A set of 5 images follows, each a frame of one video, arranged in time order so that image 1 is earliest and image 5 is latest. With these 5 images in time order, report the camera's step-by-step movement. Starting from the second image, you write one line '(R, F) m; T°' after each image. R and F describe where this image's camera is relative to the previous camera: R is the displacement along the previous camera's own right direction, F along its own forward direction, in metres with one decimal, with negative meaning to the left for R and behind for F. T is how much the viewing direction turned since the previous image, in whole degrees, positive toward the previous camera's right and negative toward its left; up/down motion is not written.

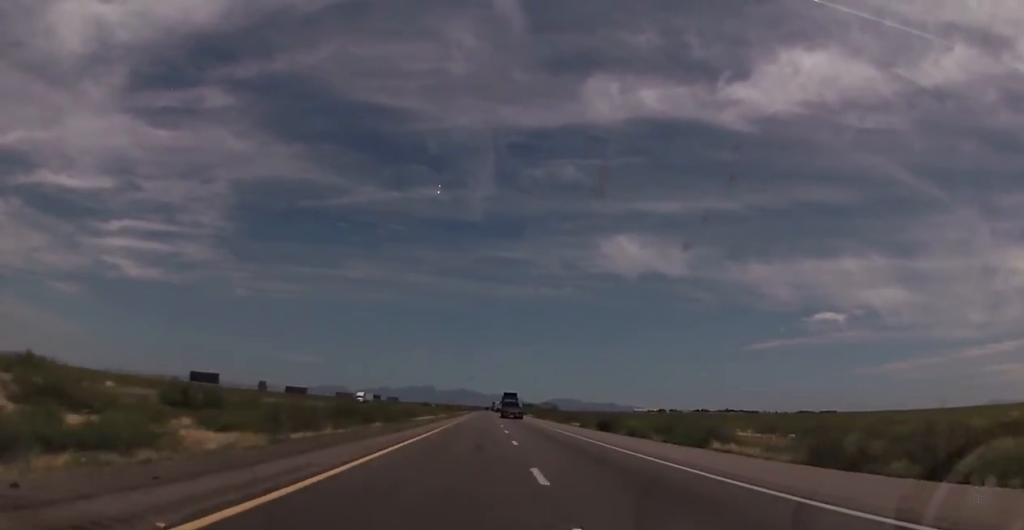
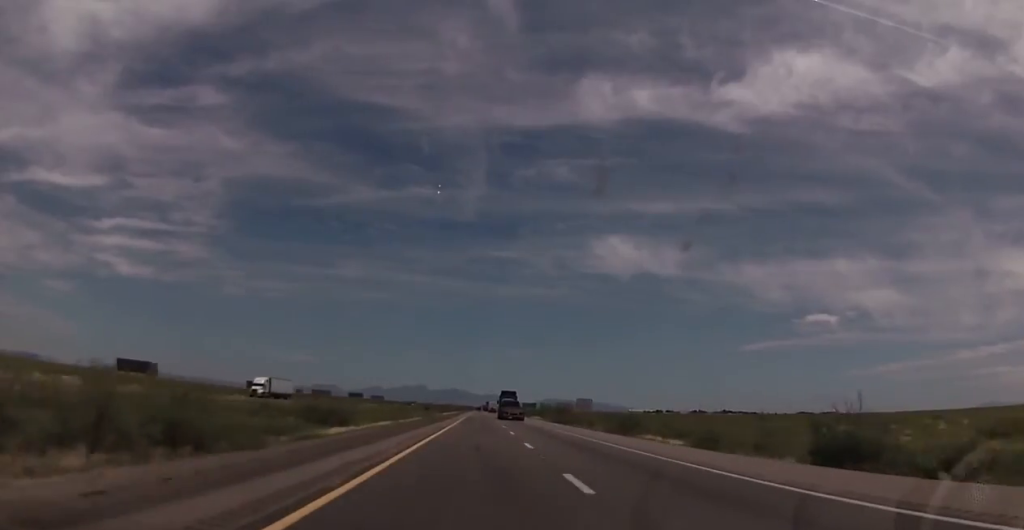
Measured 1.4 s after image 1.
(+0.5, +50.1) m; +1°
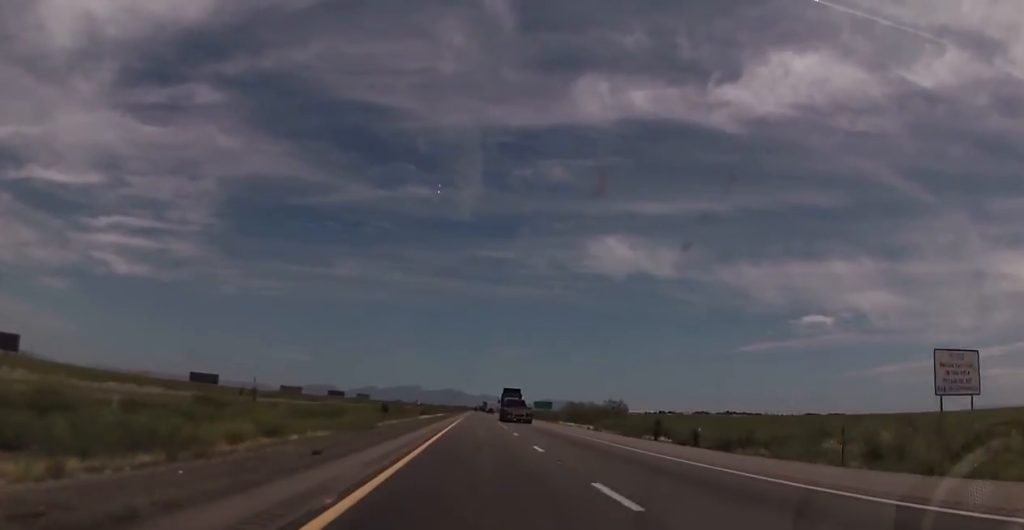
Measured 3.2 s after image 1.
(-0.2, +63.1) m; 0°
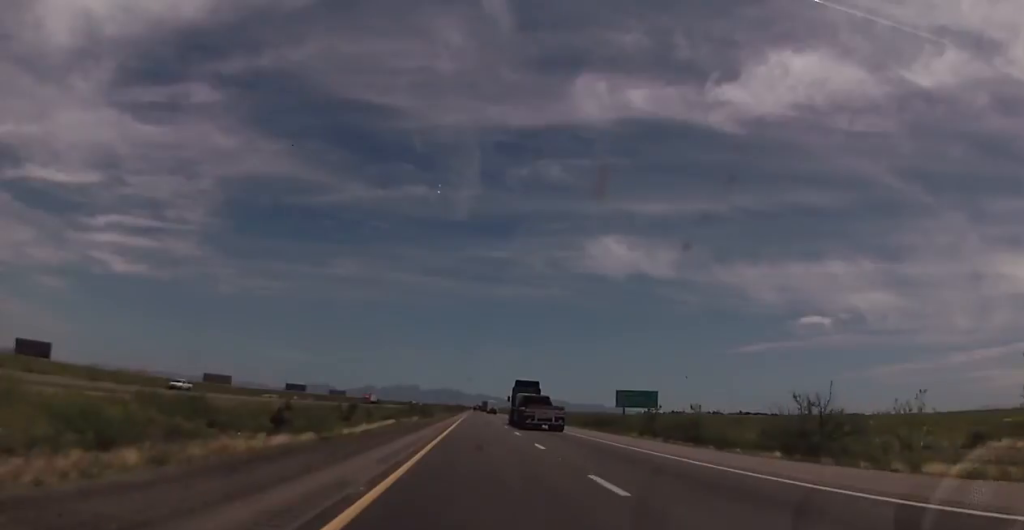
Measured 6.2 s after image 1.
(+0.5, +108.5) m; 0°
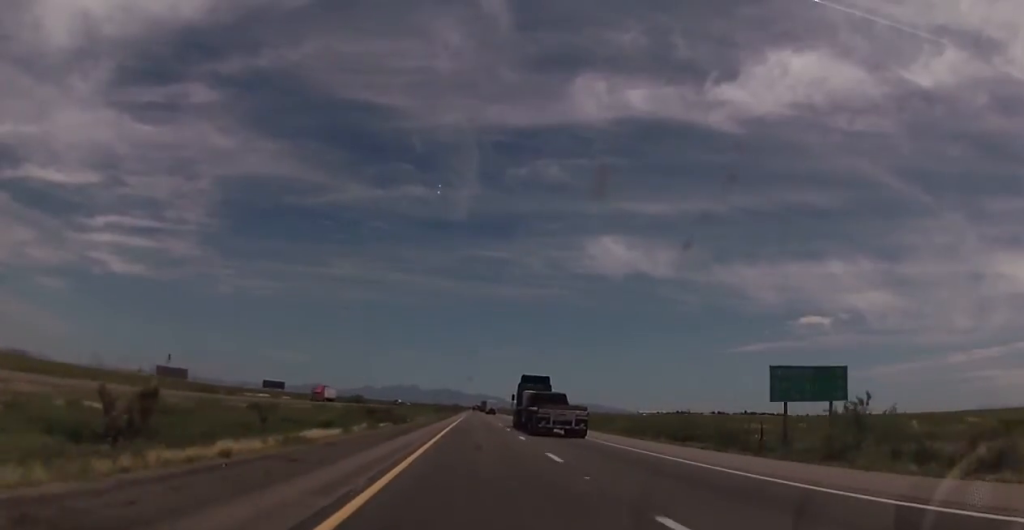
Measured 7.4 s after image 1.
(-0.2, +42.1) m; 0°
